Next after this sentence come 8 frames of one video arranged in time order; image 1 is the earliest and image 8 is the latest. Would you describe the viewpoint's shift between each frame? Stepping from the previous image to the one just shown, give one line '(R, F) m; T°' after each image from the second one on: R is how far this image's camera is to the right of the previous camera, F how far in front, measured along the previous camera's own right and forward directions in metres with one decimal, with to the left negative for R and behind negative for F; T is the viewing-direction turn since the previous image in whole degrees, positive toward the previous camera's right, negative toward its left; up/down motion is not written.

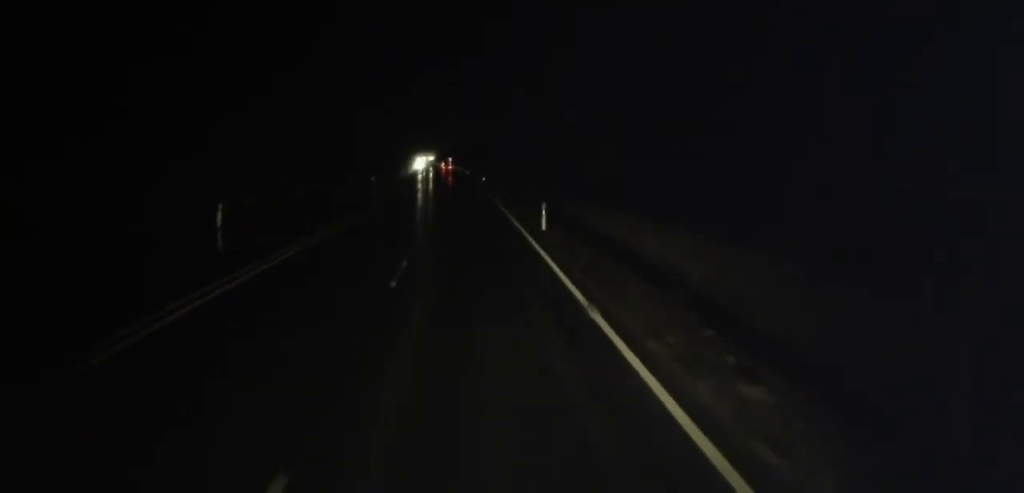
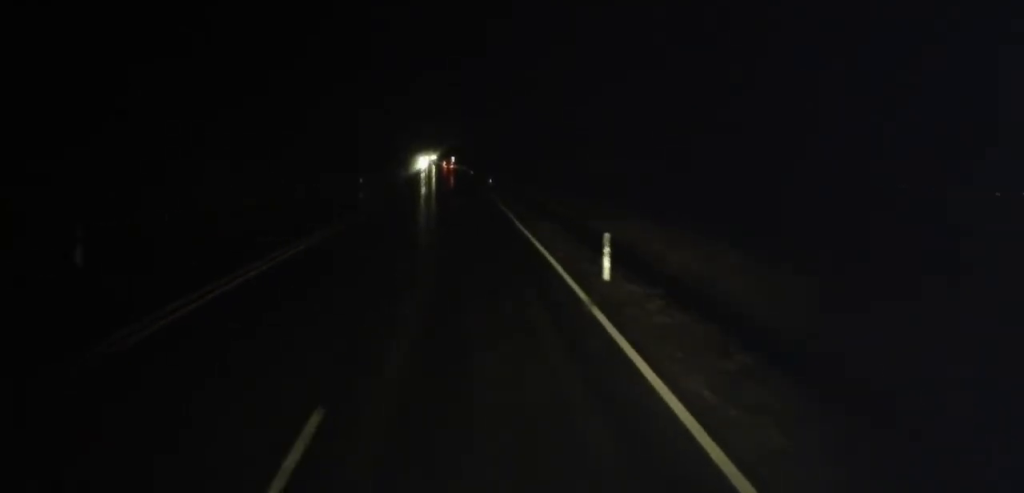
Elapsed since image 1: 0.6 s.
(-0.1, +10.5) m; +1°
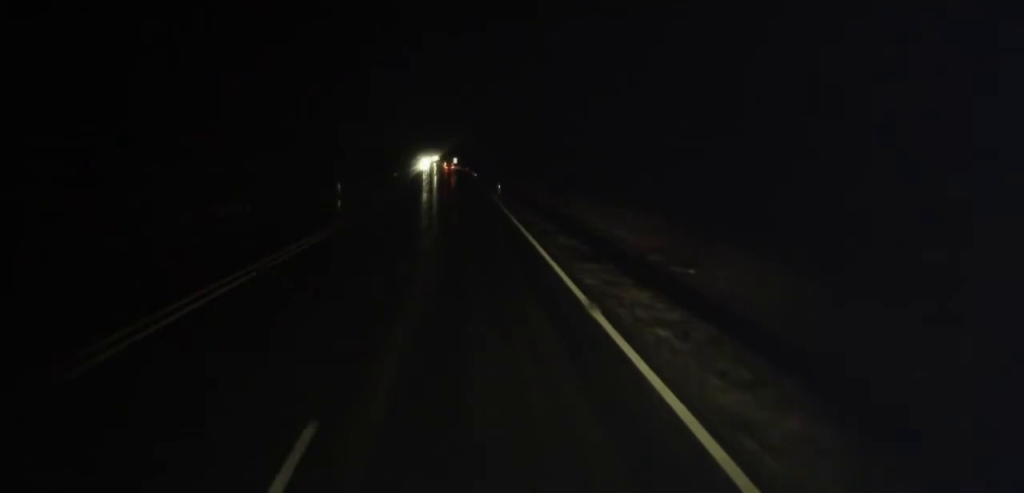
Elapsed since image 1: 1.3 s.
(+0.2, +12.3) m; +1°
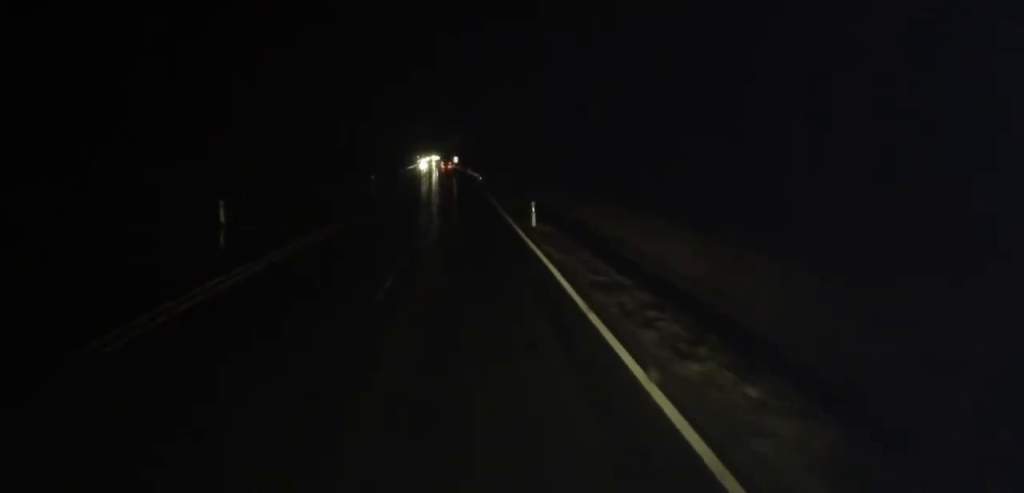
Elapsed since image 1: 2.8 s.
(0.0, +25.8) m; -1°
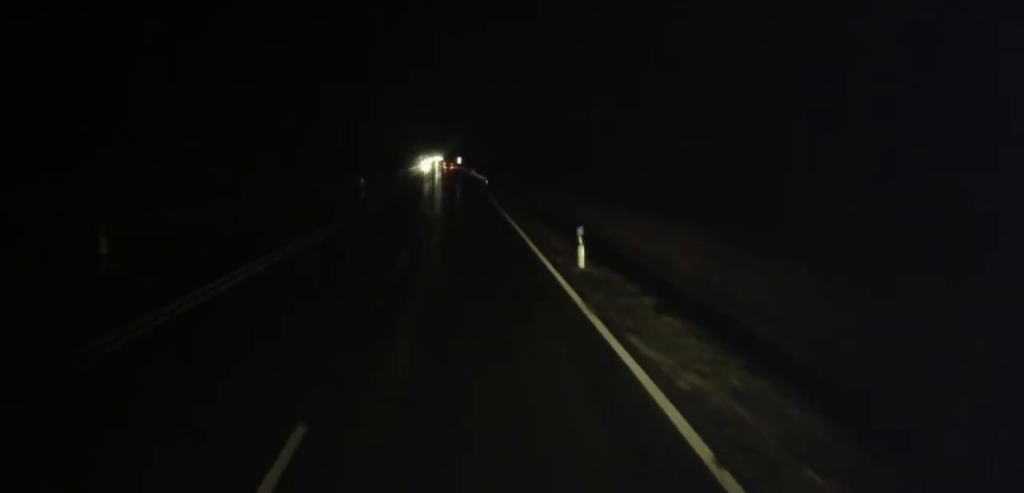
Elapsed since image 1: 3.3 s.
(-0.1, +10.0) m; 0°
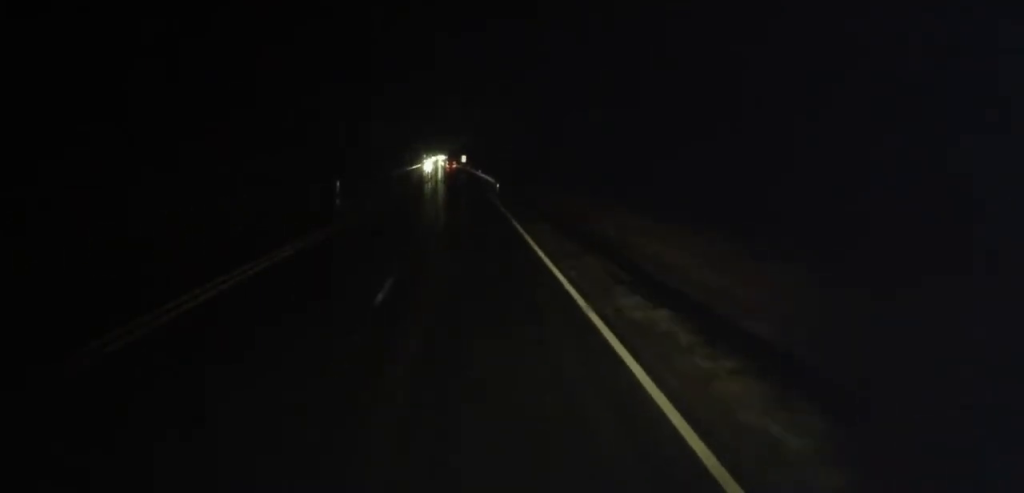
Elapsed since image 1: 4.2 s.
(-0.1, +14.7) m; 0°
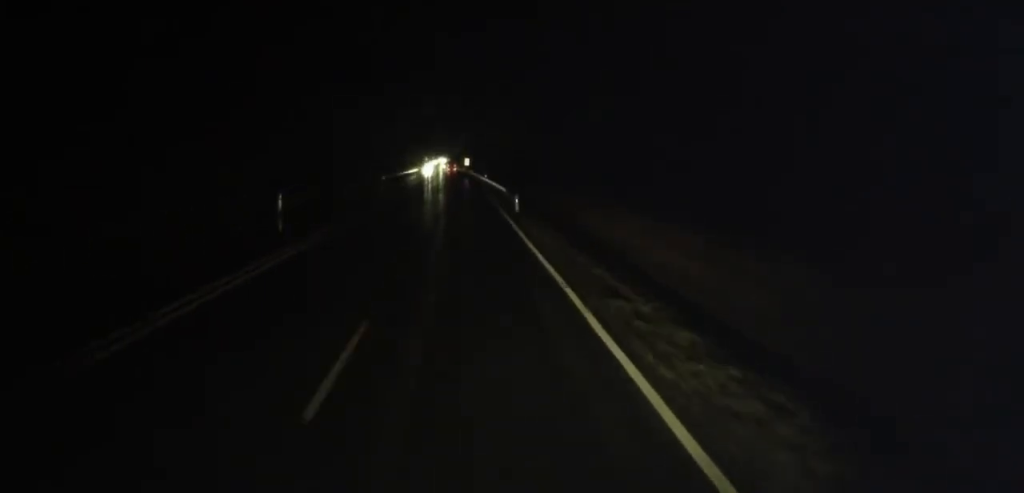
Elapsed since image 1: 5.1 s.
(0.0, +17.1) m; 0°
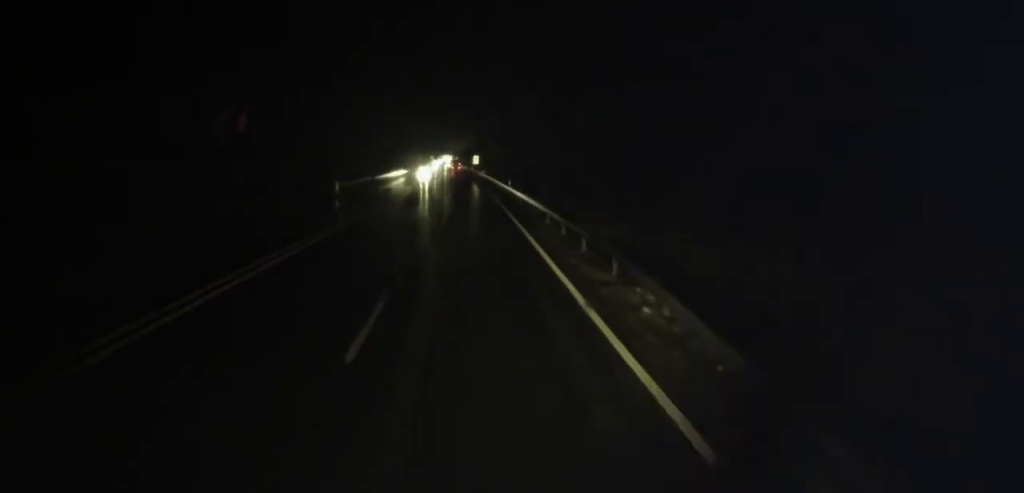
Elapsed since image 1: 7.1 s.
(-0.5, +34.0) m; -2°
